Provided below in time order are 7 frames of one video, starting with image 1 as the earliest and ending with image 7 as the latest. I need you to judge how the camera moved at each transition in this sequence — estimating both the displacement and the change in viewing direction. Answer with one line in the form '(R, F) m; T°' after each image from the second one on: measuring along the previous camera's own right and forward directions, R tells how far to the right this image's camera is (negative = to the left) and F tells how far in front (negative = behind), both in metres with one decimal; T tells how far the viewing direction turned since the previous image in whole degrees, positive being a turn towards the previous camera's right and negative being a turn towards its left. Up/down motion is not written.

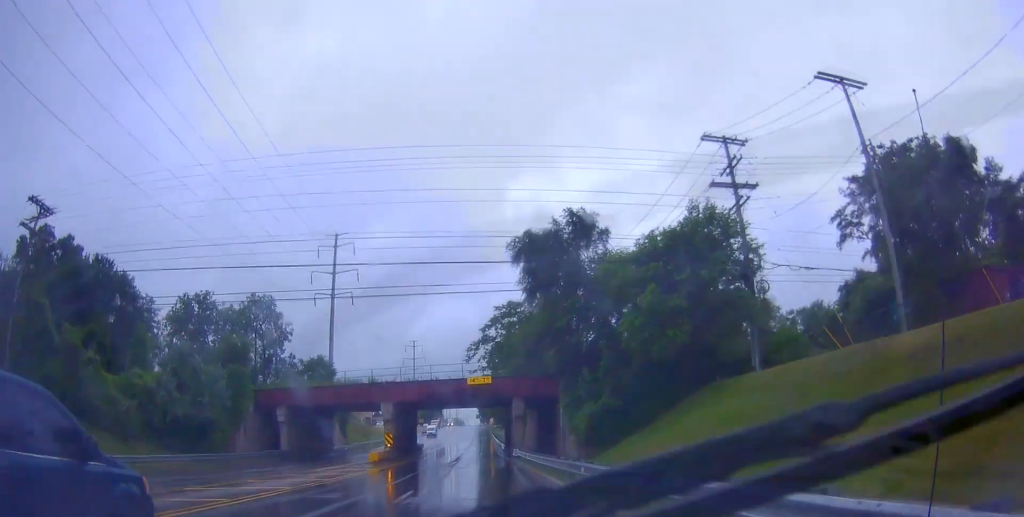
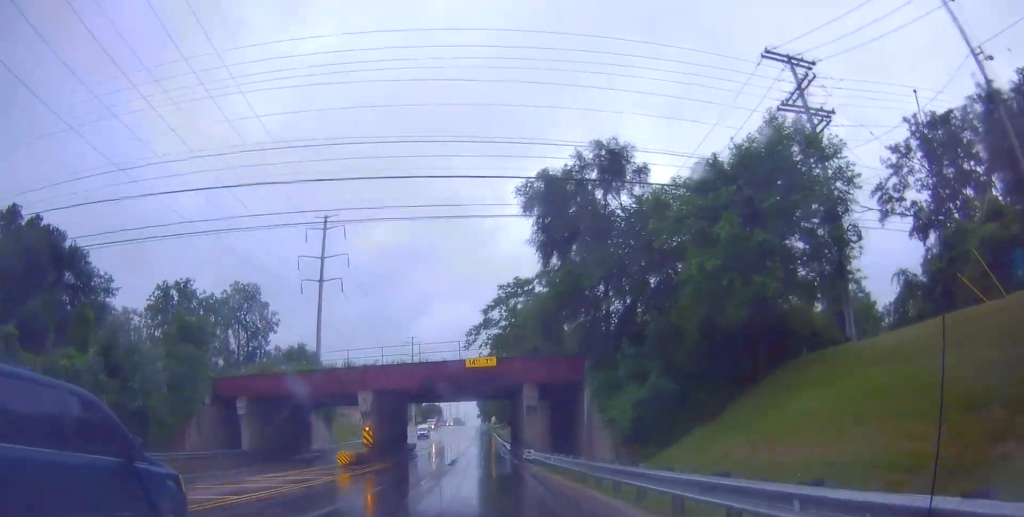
(0.0, +8.9) m; 0°
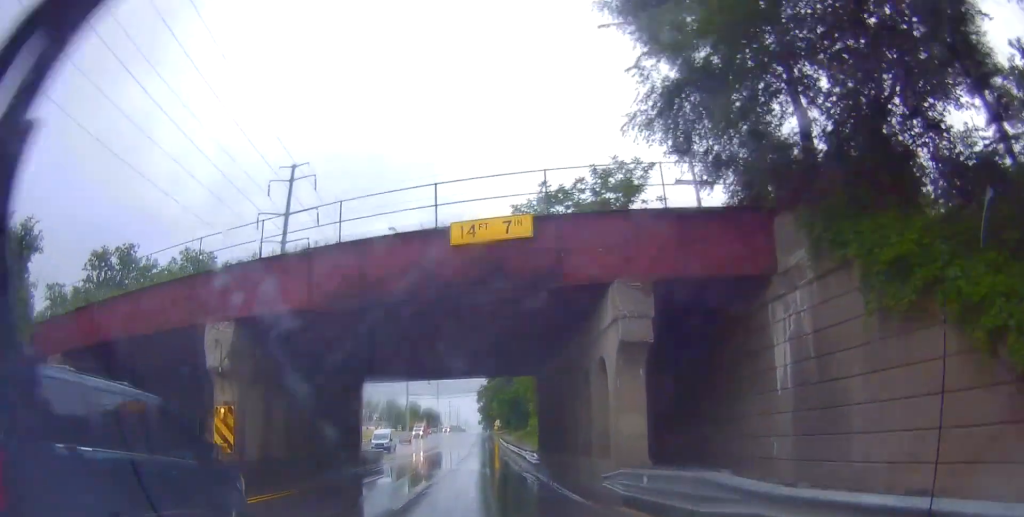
(+0.1, +21.0) m; +2°
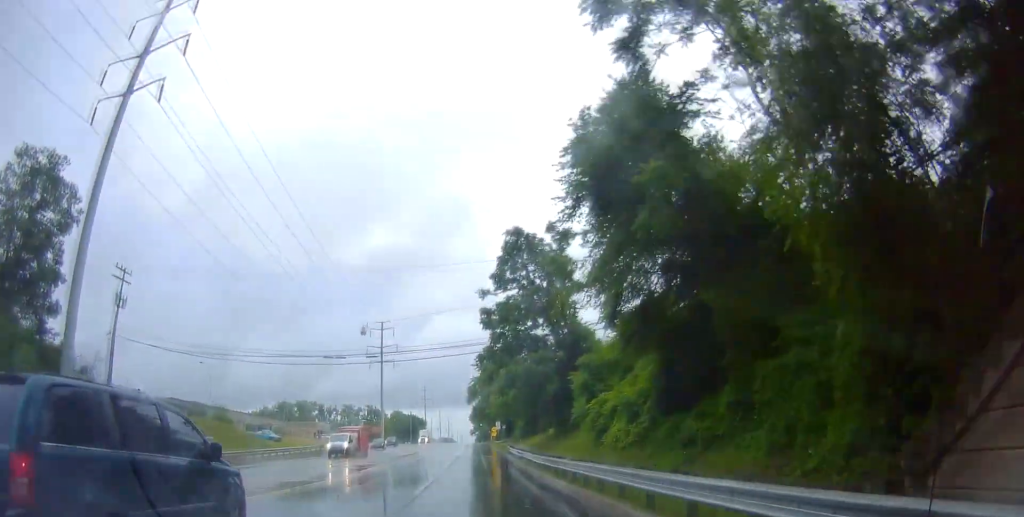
(+1.2, +40.2) m; 0°
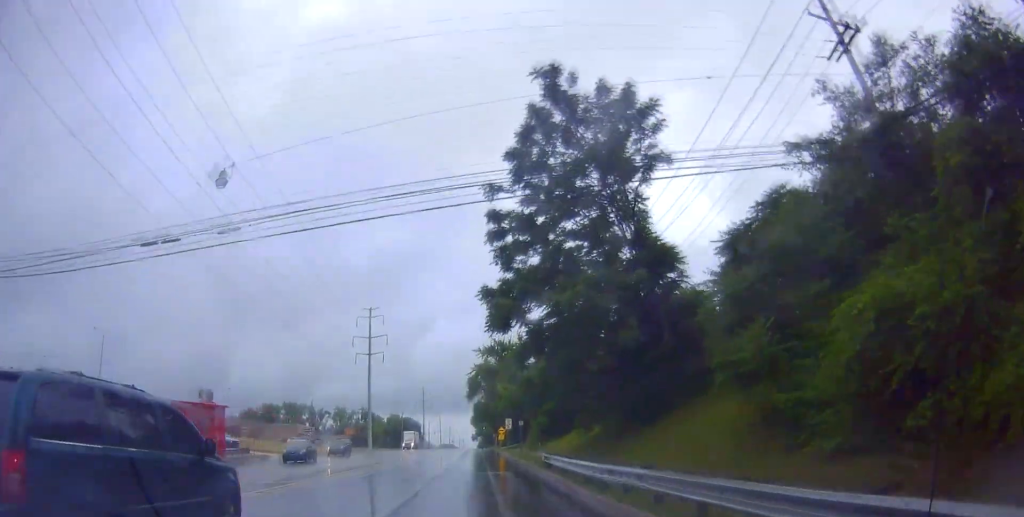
(-0.7, +22.7) m; -1°
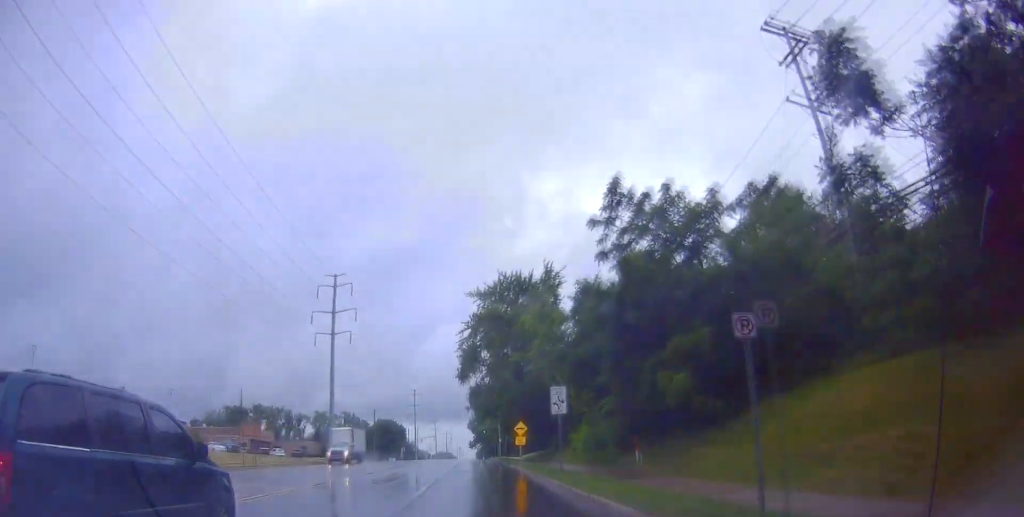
(-1.2, +36.6) m; -1°
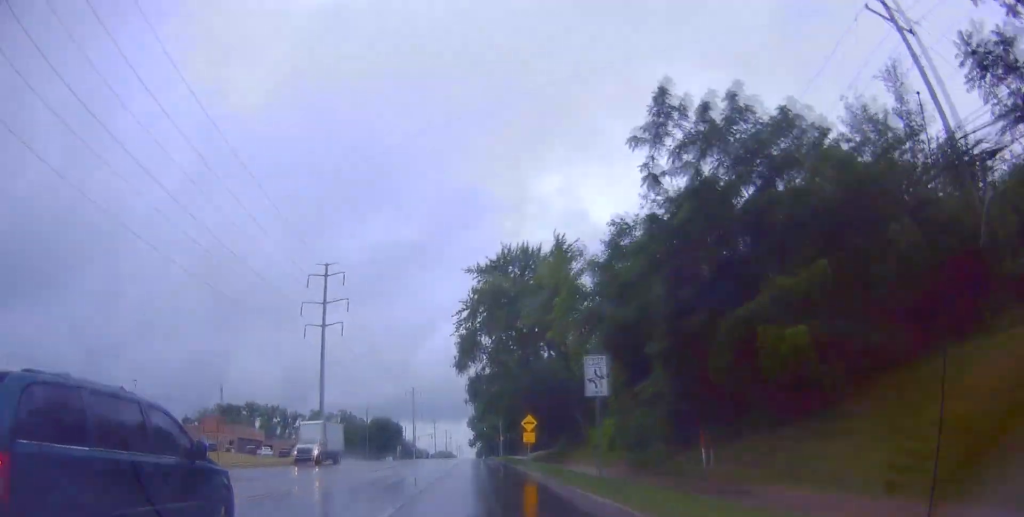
(+0.3, +7.0) m; +1°
